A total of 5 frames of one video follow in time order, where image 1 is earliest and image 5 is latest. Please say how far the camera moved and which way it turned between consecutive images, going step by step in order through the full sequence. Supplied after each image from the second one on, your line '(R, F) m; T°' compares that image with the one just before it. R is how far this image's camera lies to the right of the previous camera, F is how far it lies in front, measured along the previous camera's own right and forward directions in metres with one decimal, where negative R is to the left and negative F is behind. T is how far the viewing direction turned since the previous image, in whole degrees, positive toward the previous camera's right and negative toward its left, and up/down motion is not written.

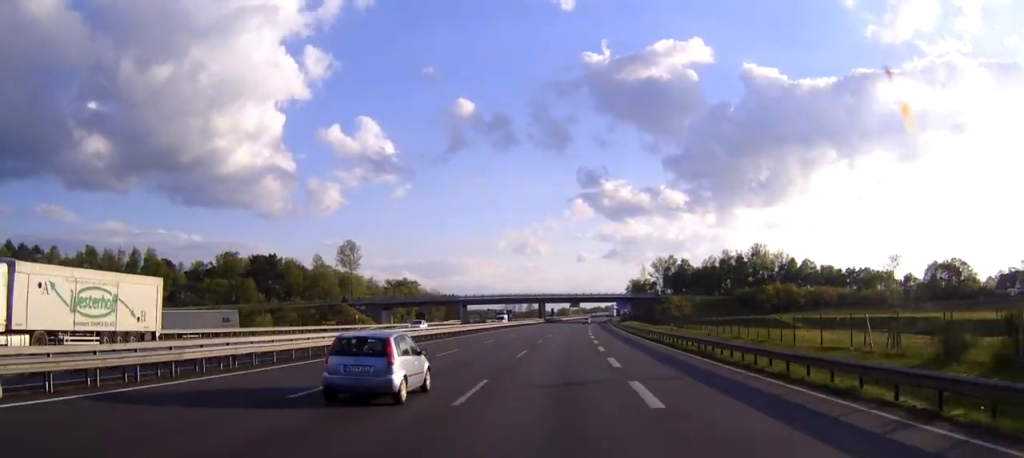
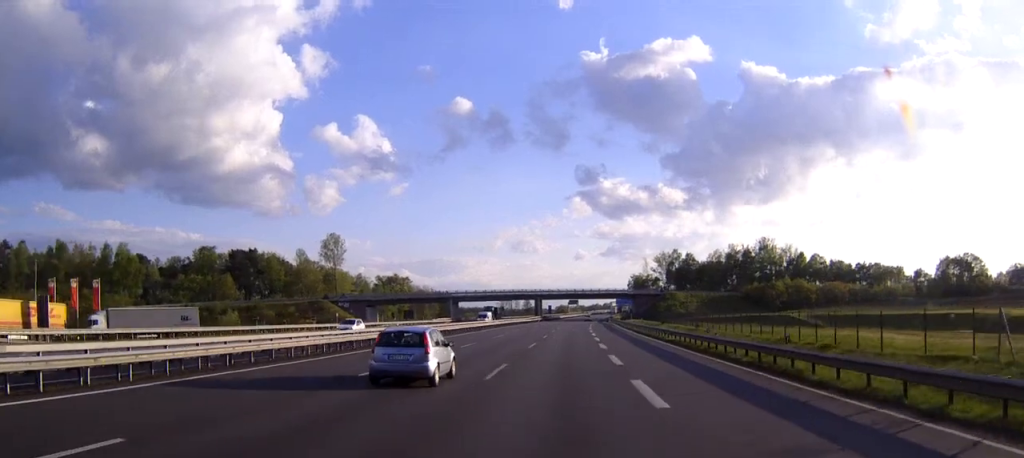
(0.0, +12.3) m; 0°
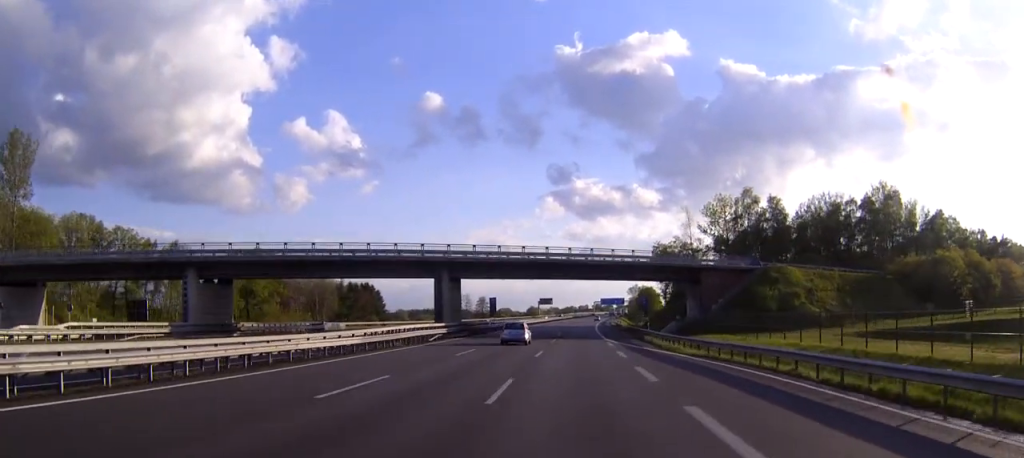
(+2.0, +112.5) m; +2°
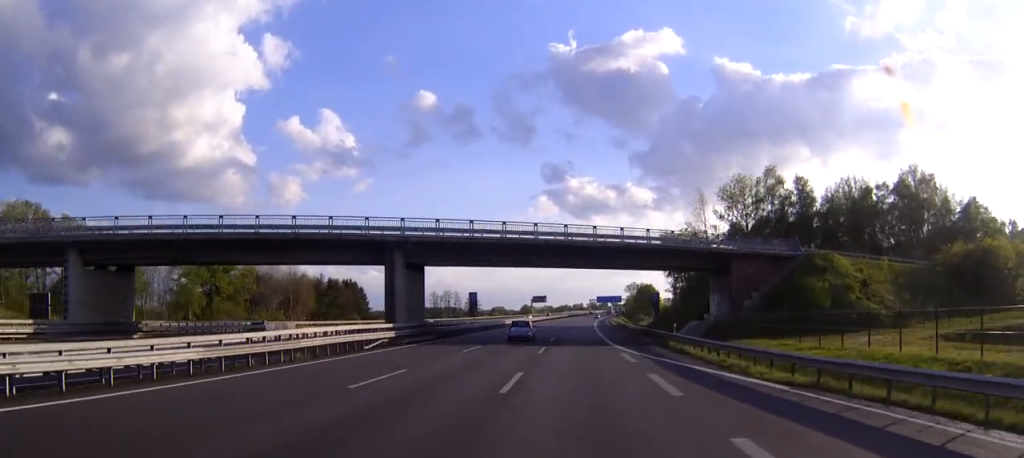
(0.0, +16.0) m; 0°
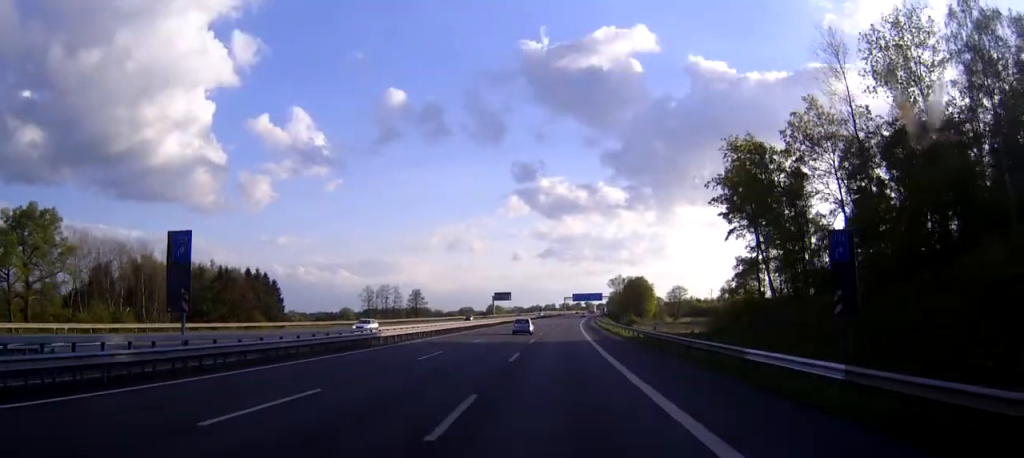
(+0.6, +60.2) m; +1°
